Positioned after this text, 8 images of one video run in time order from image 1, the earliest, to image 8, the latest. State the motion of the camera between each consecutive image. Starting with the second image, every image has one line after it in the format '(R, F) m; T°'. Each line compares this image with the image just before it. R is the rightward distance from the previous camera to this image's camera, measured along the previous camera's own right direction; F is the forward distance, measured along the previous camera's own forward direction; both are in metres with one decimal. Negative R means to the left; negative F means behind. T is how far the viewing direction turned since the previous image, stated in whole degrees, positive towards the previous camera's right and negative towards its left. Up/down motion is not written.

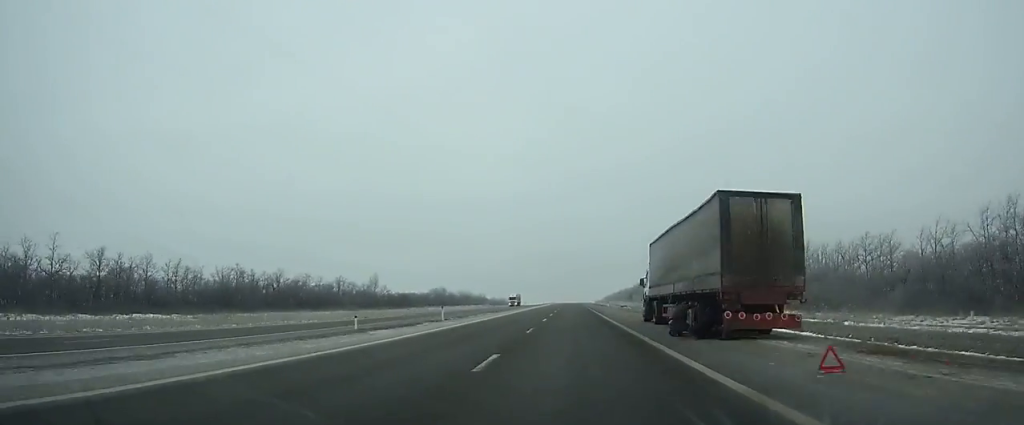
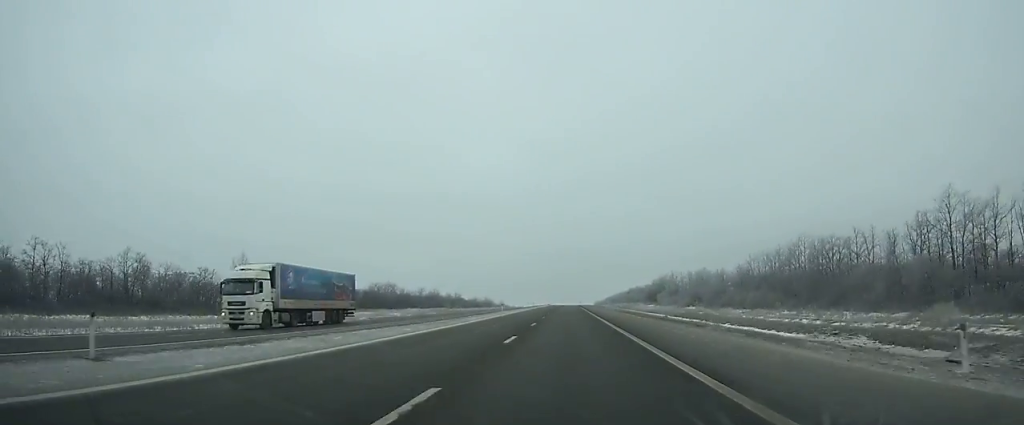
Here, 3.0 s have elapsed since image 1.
(0.0, +89.3) m; 0°
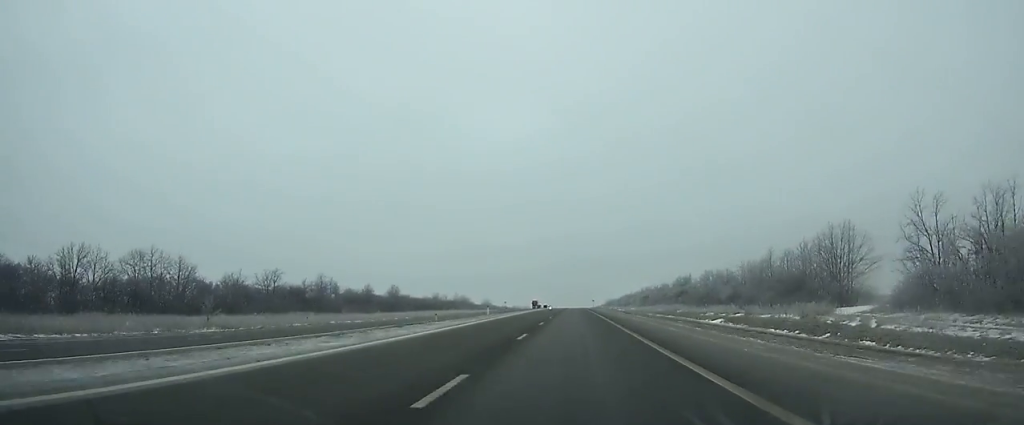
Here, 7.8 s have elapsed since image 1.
(-0.2, +143.0) m; 0°
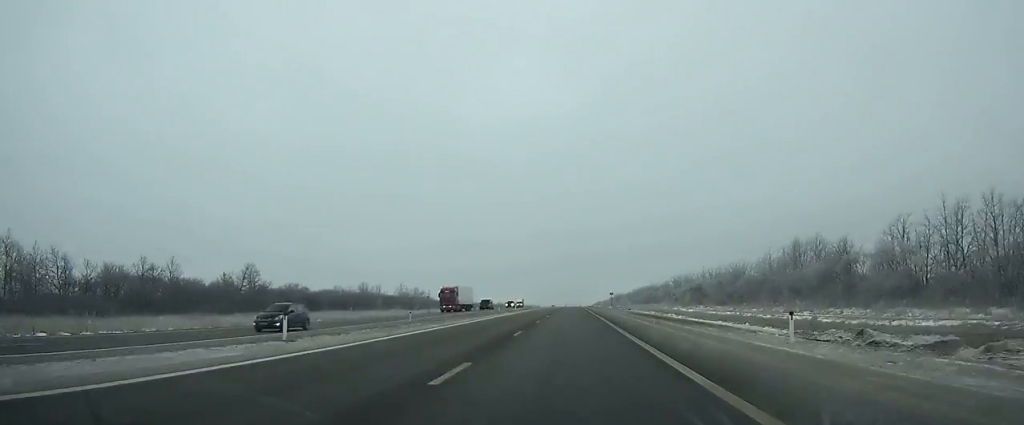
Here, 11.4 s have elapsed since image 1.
(+0.2, +107.2) m; 0°
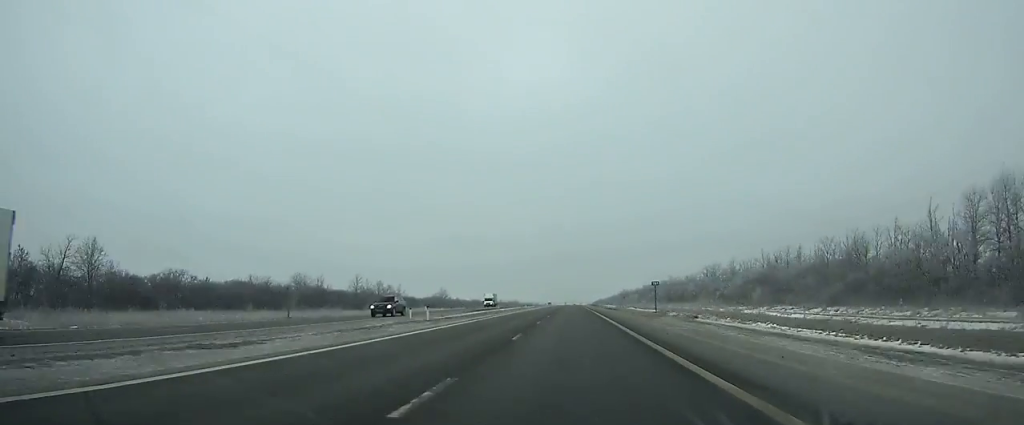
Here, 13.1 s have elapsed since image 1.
(0.0, +50.5) m; 0°
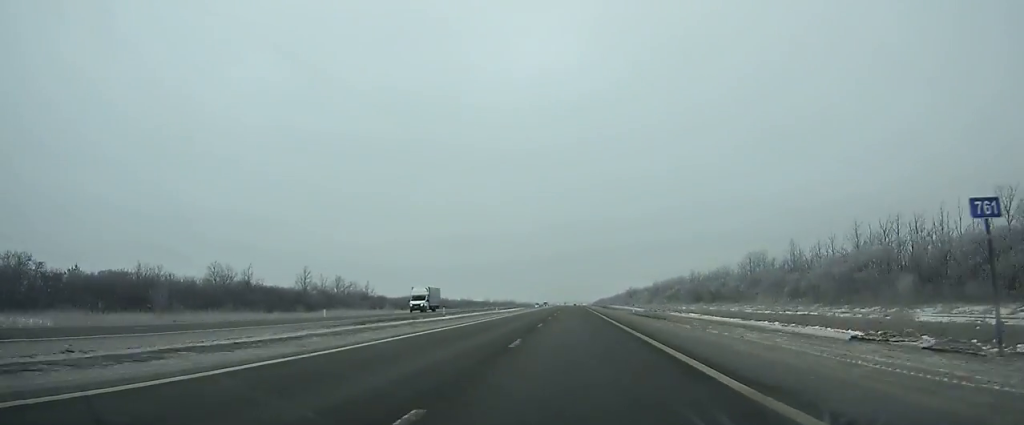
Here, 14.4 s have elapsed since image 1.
(0.0, +38.2) m; 0°
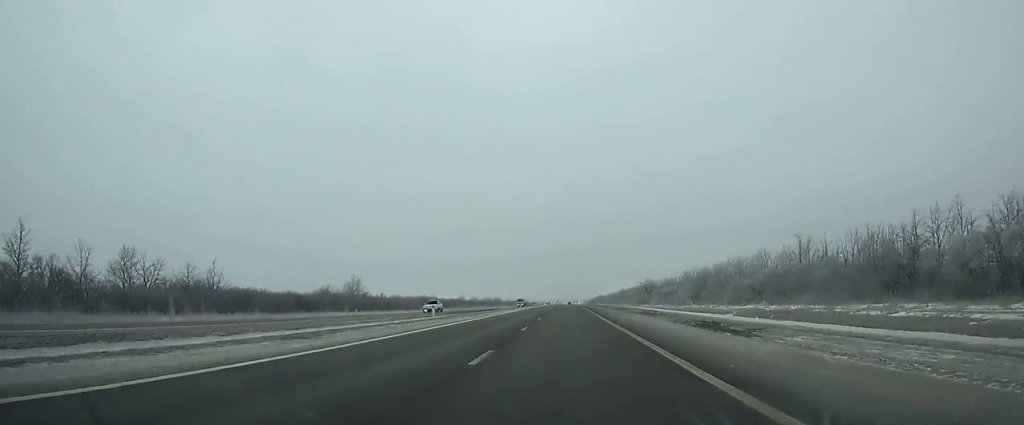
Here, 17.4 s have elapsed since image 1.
(+0.1, +87.2) m; 0°
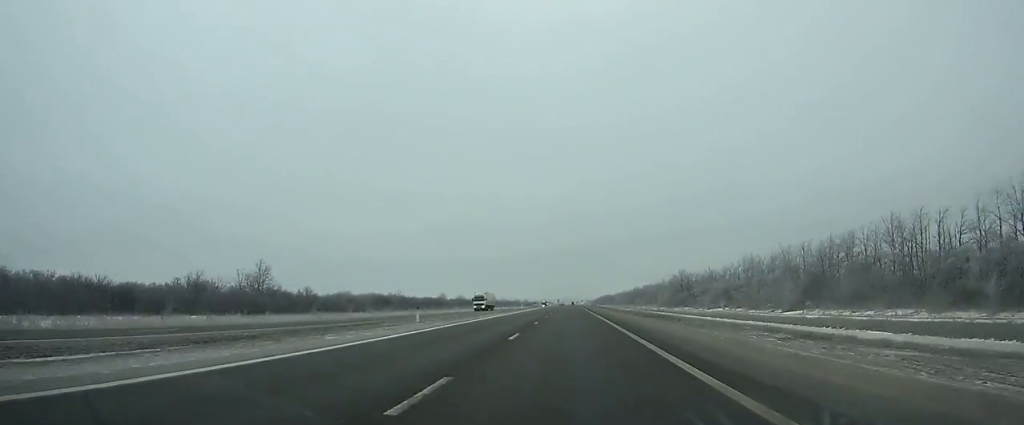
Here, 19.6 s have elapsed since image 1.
(0.0, +62.6) m; 0°
